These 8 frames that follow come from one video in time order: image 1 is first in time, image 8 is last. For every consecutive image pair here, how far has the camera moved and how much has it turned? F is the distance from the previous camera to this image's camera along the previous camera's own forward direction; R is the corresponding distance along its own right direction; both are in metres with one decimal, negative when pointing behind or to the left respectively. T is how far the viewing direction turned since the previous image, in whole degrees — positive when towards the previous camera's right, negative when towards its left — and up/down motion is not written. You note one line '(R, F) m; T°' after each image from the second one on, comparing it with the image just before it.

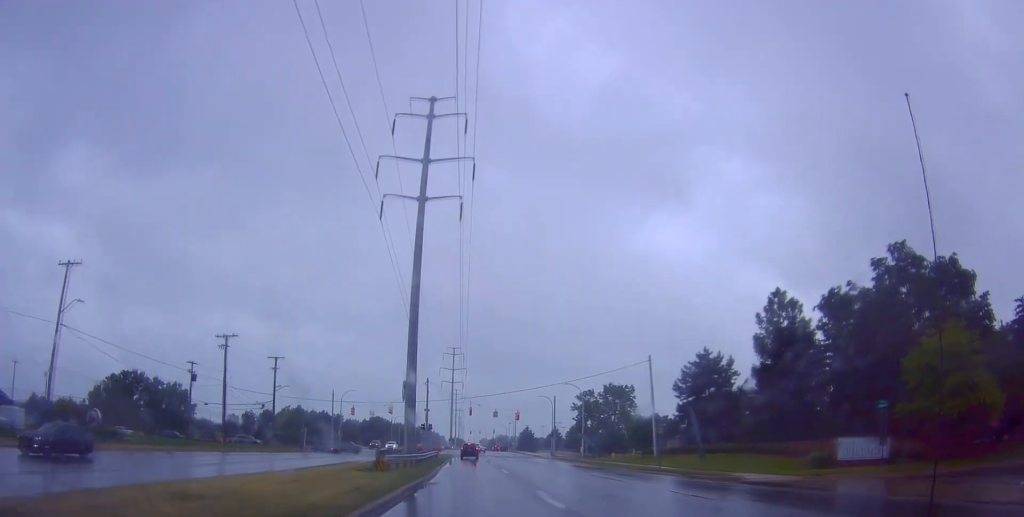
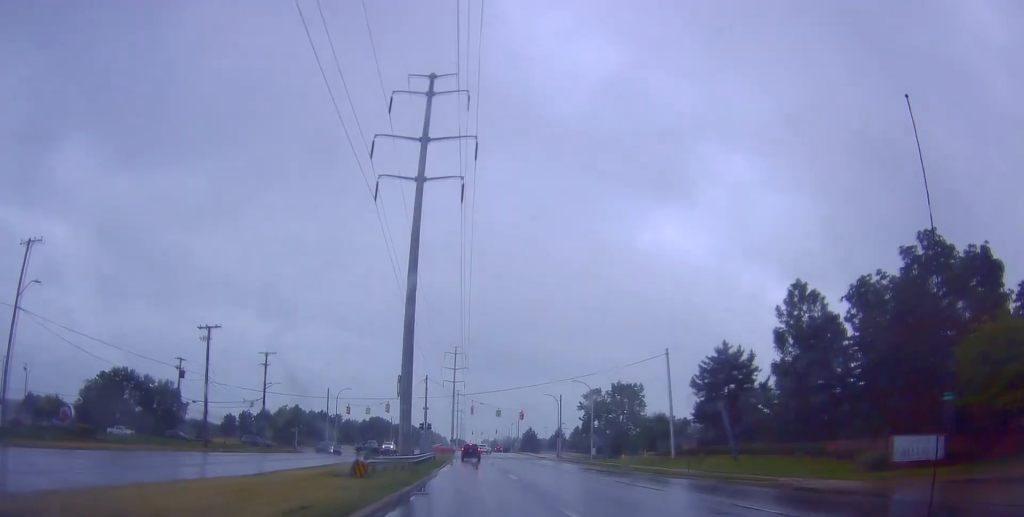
(0.0, +5.0) m; -1°
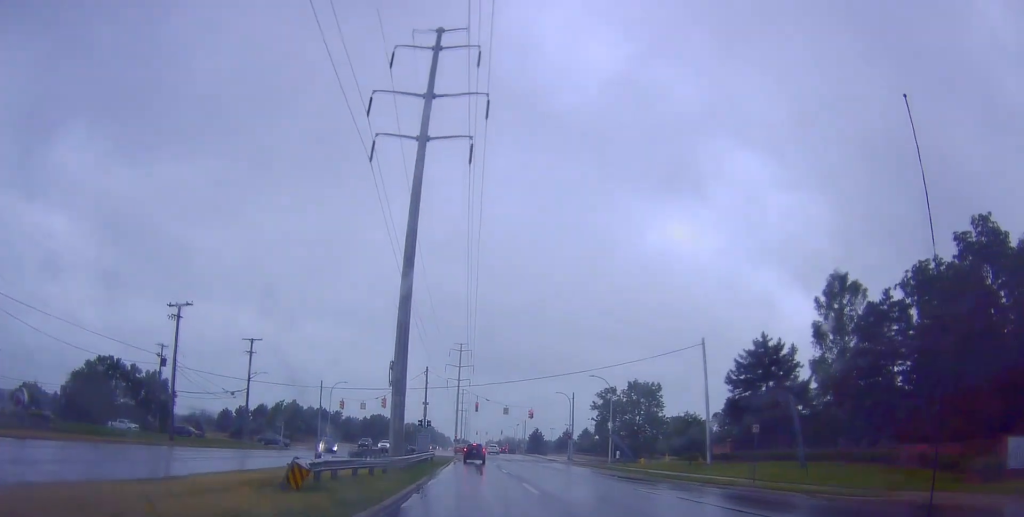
(0.0, +8.1) m; 0°
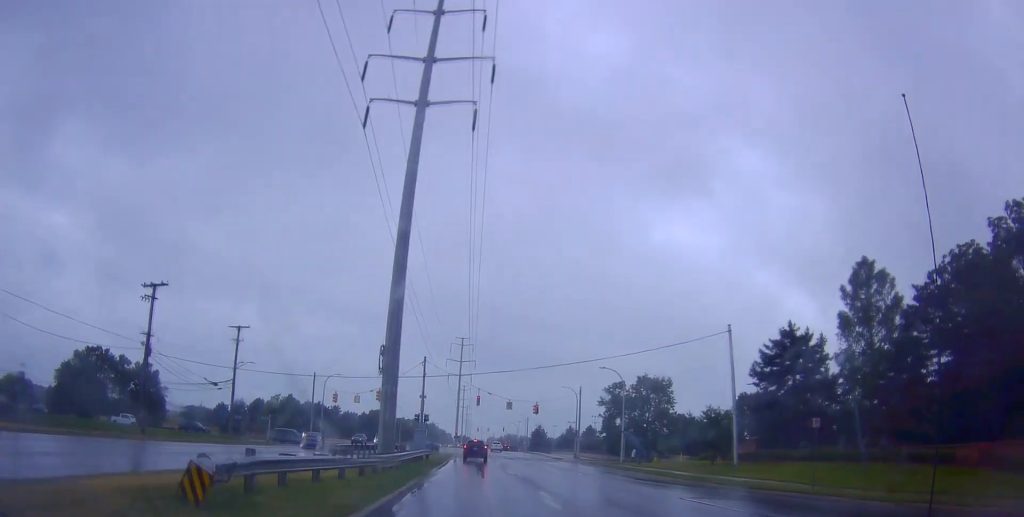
(-0.3, +5.1) m; +1°
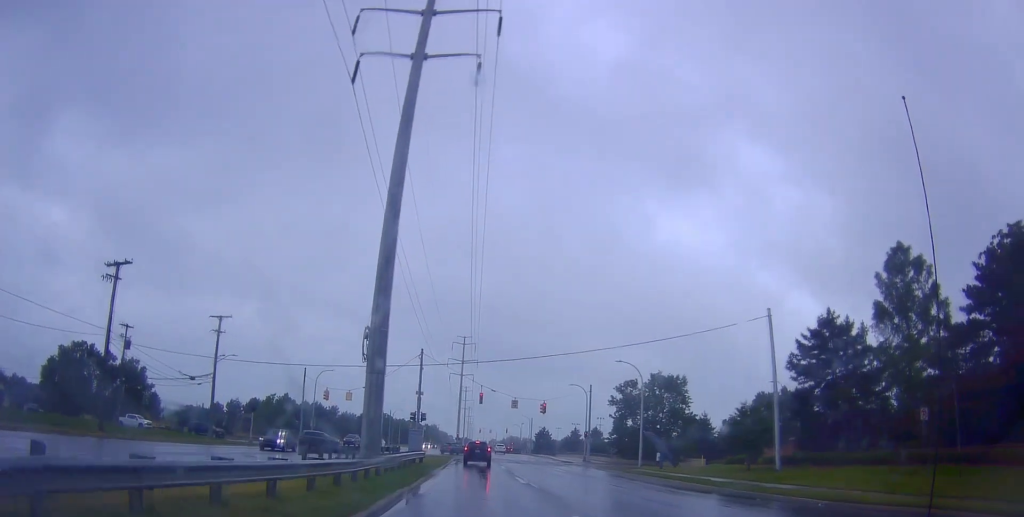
(+0.2, +6.3) m; 0°
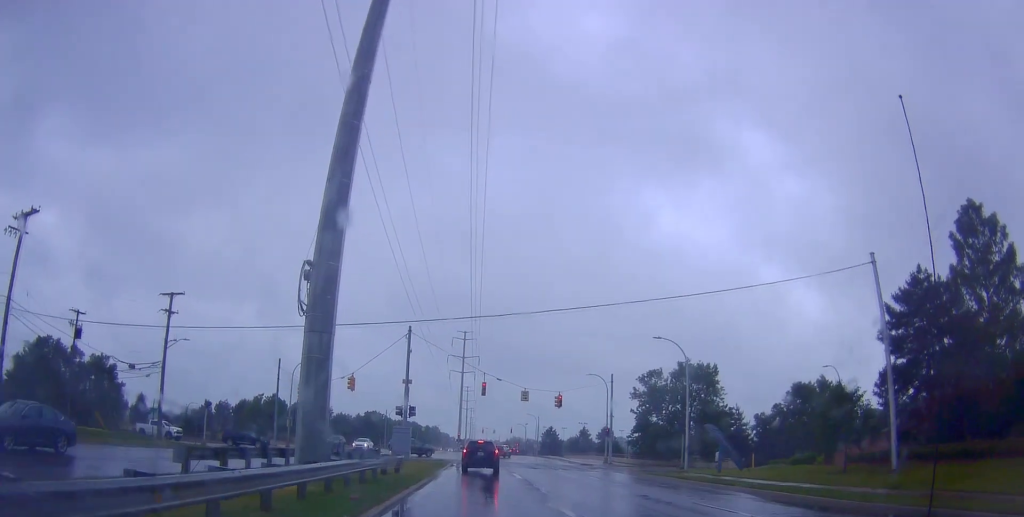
(-0.3, +12.5) m; -3°
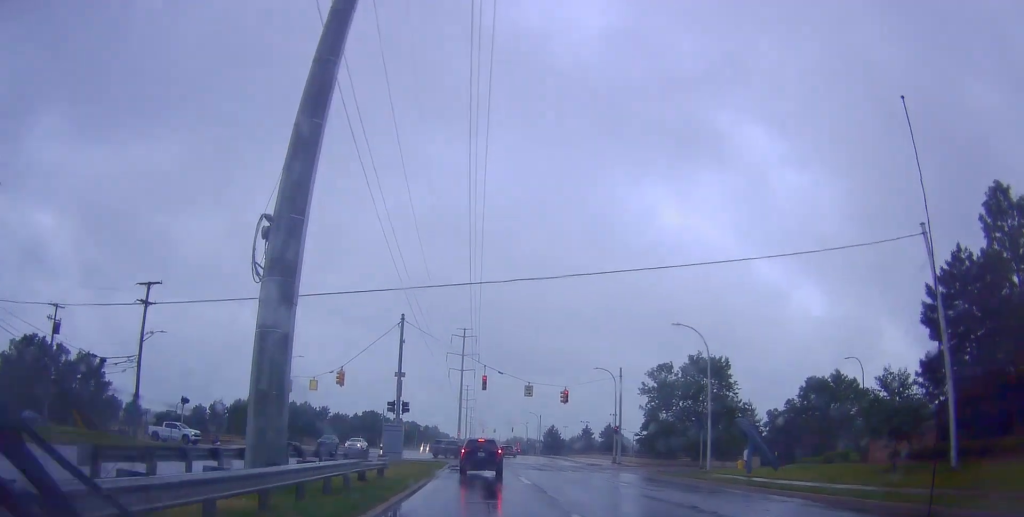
(+0.2, +4.6) m; +2°
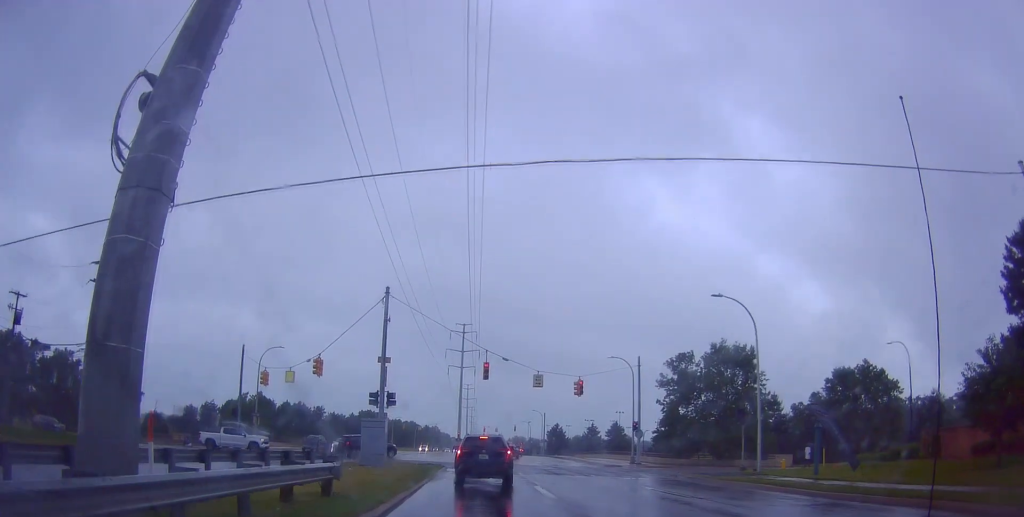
(+0.2, +8.9) m; +1°
